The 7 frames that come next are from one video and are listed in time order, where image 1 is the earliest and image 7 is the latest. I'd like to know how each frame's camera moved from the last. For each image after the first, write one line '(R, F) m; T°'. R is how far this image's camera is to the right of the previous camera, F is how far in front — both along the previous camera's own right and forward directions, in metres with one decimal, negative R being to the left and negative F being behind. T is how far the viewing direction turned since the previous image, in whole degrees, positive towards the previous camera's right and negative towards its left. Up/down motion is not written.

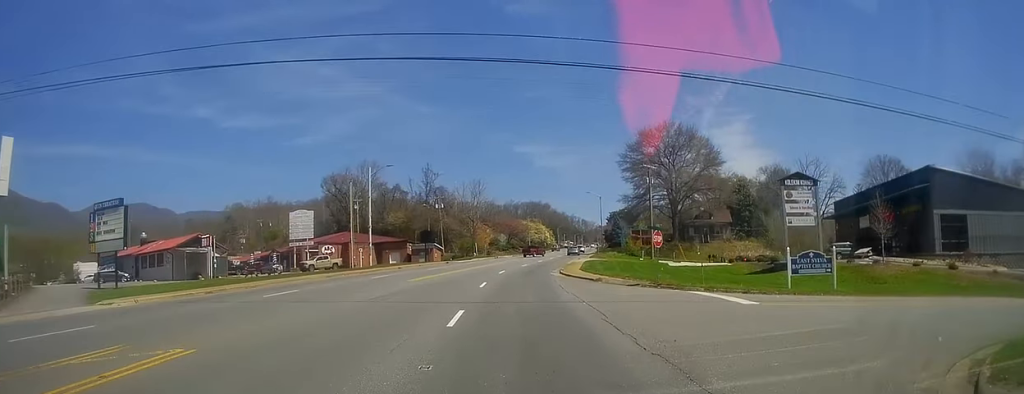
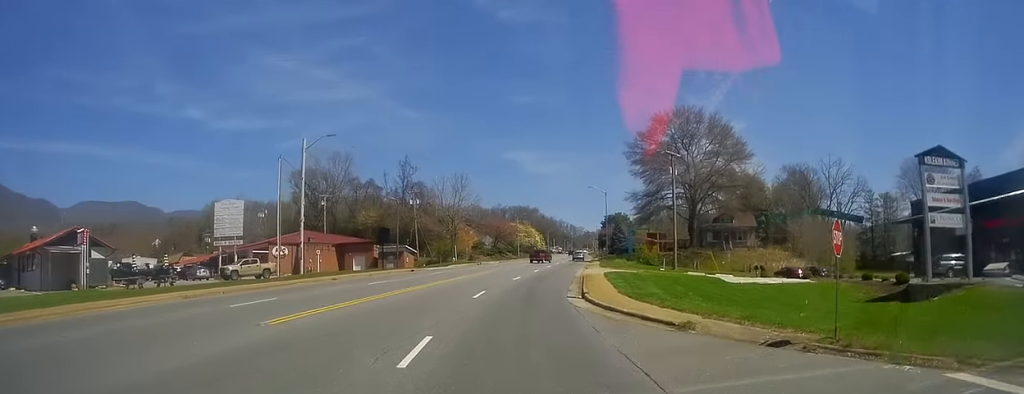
(+0.6, +17.5) m; +4°
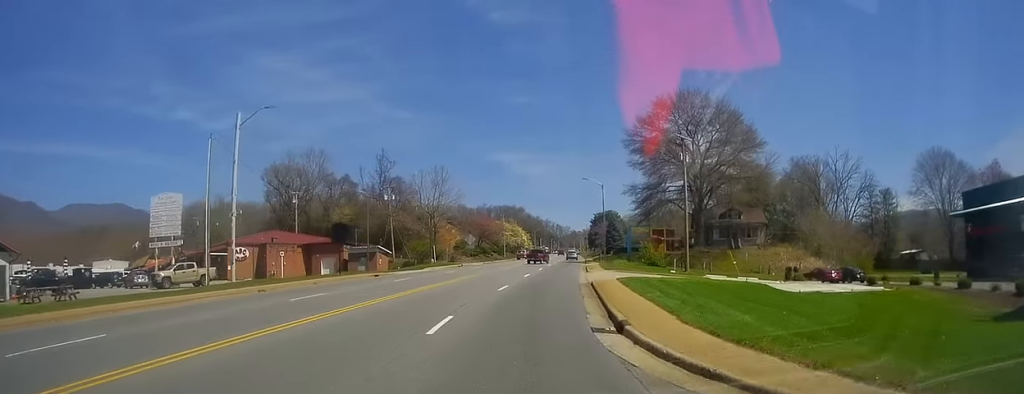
(+0.4, +9.5) m; +1°
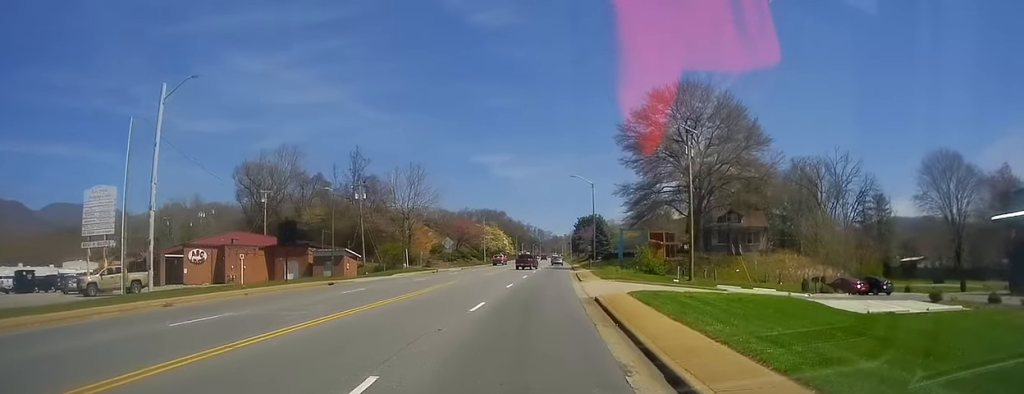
(0.0, +7.3) m; 0°
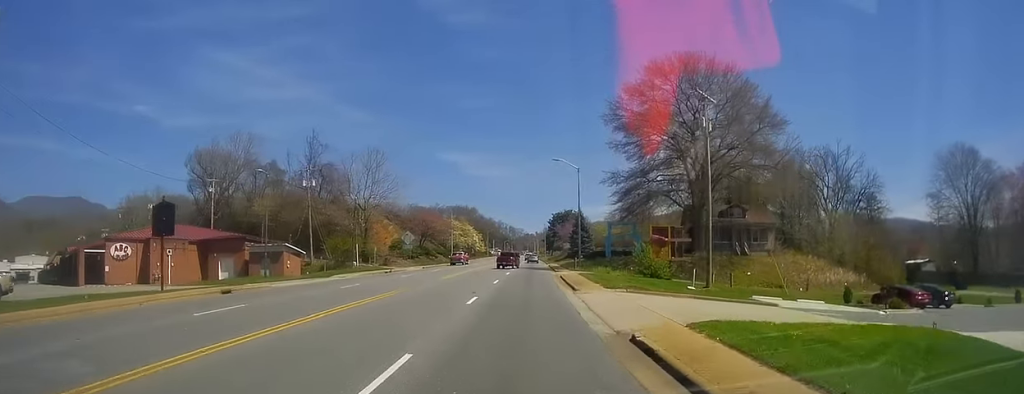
(-0.2, +11.3) m; 0°
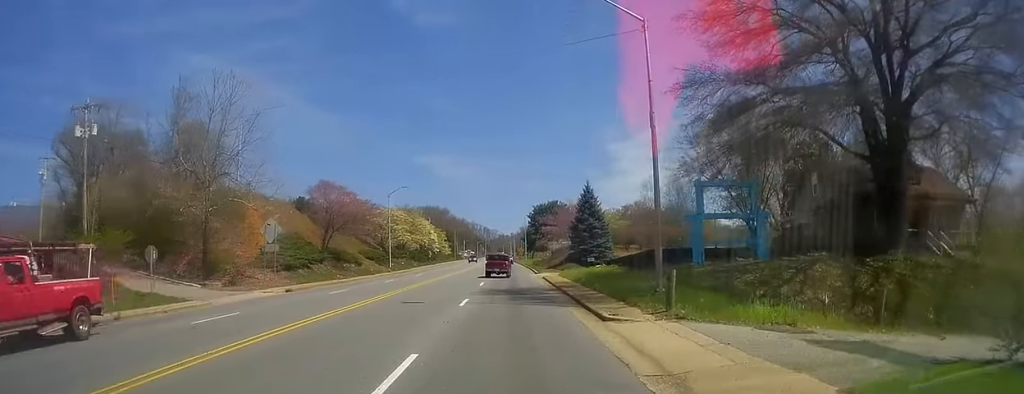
(+2.5, +38.3) m; +6°
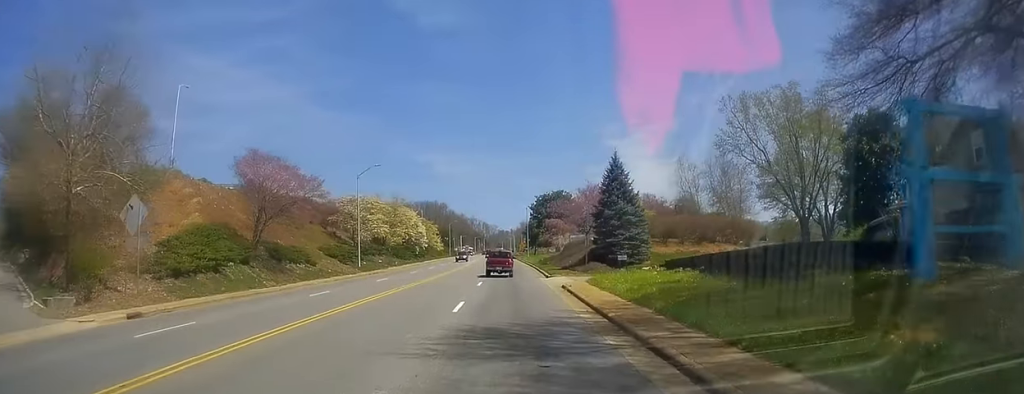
(-0.1, +15.8) m; -1°
